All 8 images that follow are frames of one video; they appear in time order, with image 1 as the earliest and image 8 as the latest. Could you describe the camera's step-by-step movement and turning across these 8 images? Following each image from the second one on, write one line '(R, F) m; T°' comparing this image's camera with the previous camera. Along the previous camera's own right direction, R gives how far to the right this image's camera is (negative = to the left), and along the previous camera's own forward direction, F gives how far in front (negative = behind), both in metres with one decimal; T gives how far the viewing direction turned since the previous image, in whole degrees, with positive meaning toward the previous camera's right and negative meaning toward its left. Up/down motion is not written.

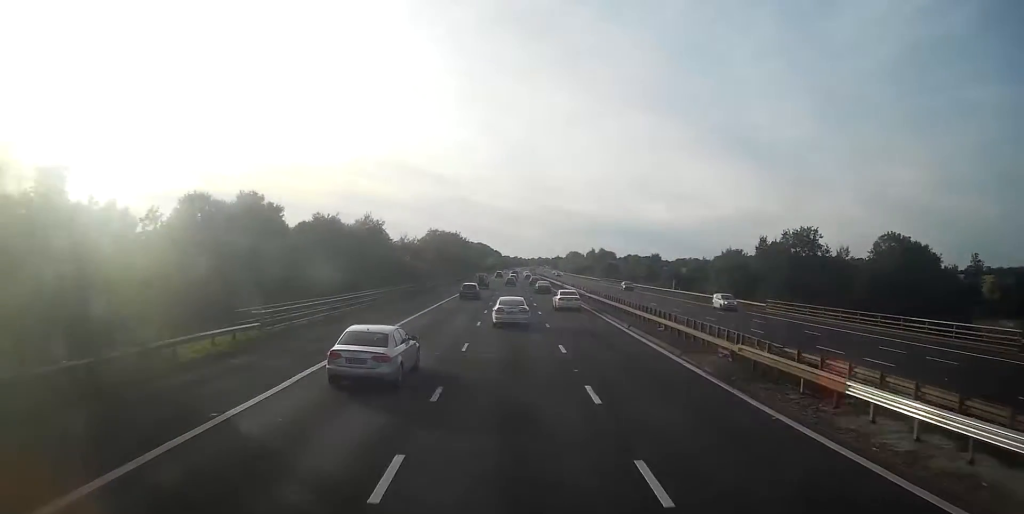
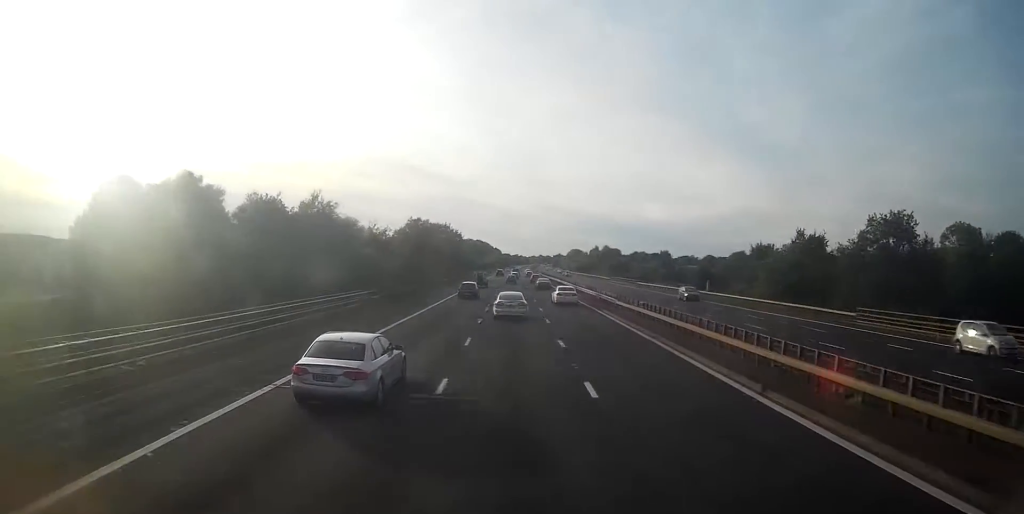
(-0.2, +17.5) m; 0°
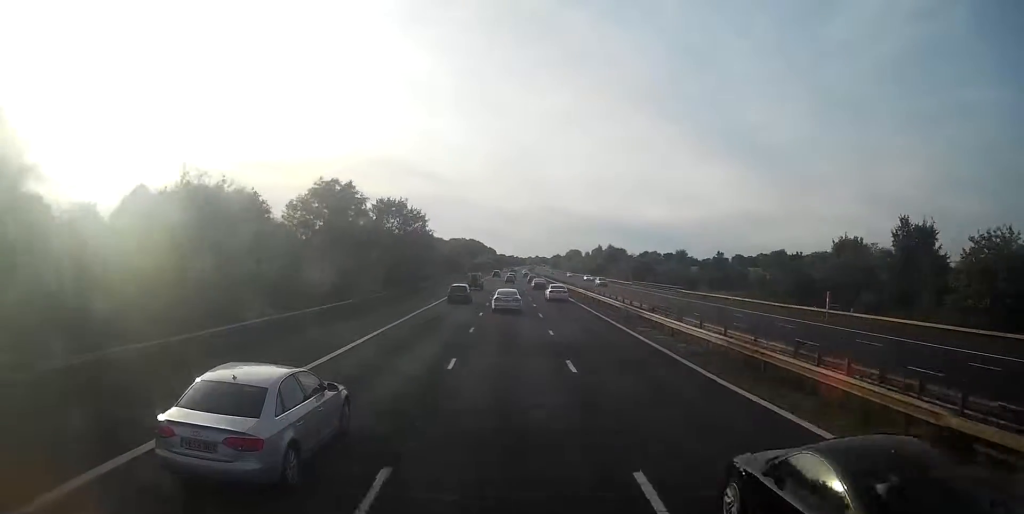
(0.0, +34.1) m; 0°
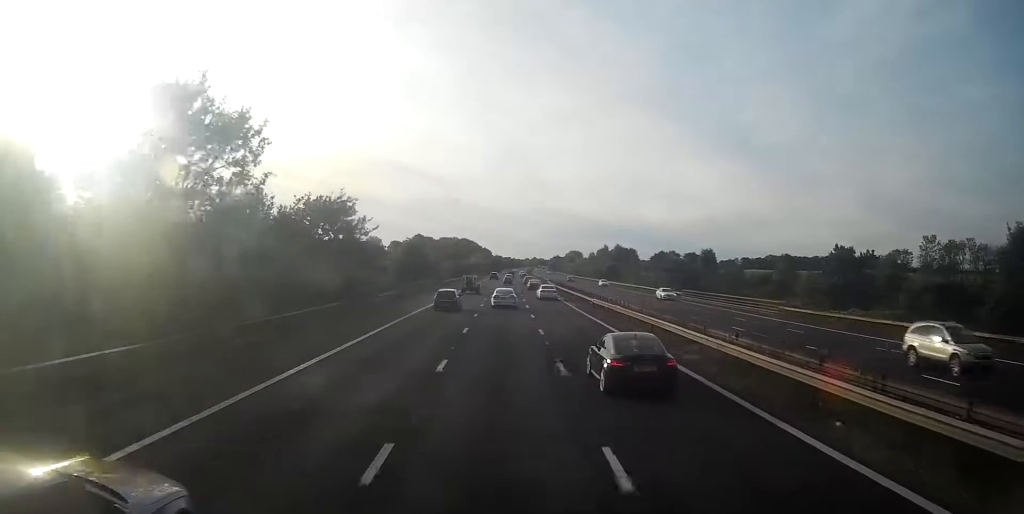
(-0.1, +37.8) m; 0°
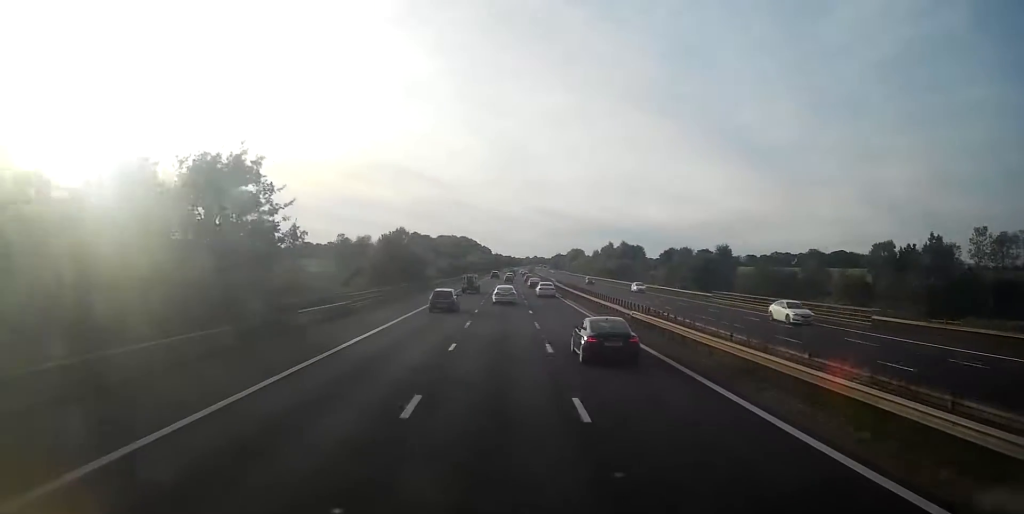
(+0.2, +15.7) m; +1°
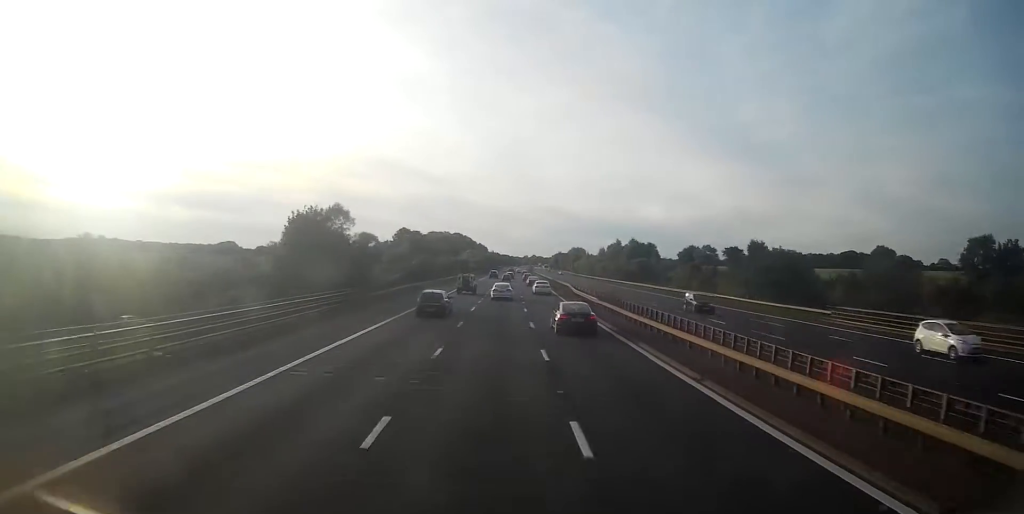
(+0.2, +30.3) m; 0°
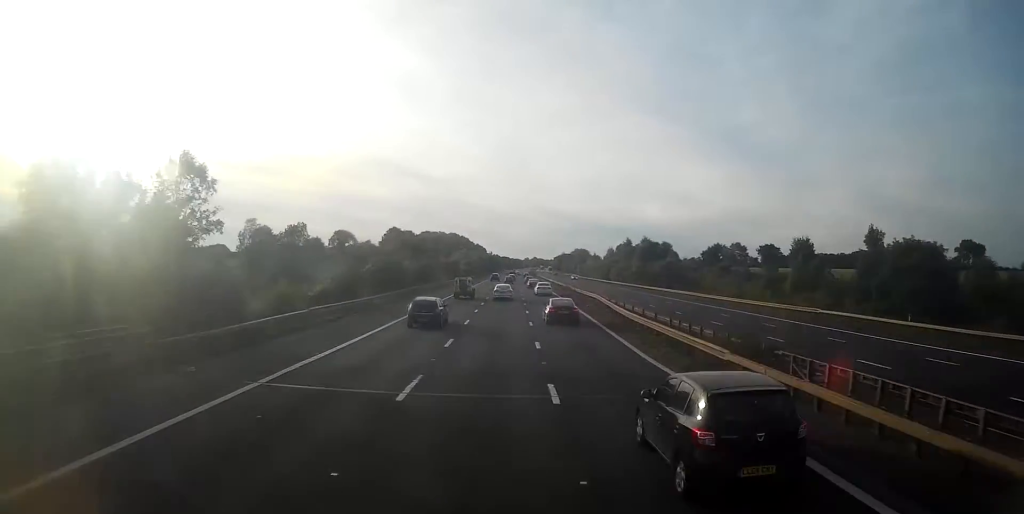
(-0.3, +26.4) m; 0°
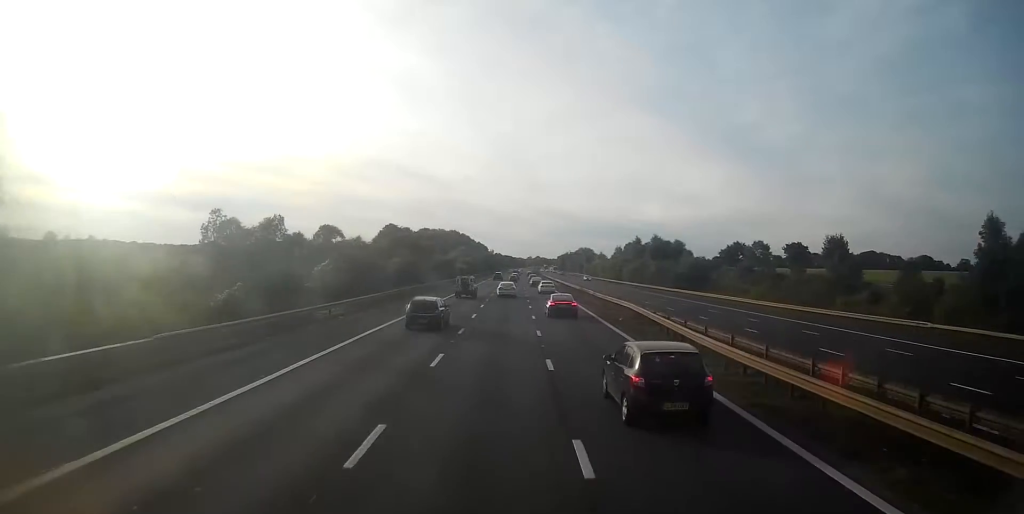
(0.0, +14.6) m; 0°
